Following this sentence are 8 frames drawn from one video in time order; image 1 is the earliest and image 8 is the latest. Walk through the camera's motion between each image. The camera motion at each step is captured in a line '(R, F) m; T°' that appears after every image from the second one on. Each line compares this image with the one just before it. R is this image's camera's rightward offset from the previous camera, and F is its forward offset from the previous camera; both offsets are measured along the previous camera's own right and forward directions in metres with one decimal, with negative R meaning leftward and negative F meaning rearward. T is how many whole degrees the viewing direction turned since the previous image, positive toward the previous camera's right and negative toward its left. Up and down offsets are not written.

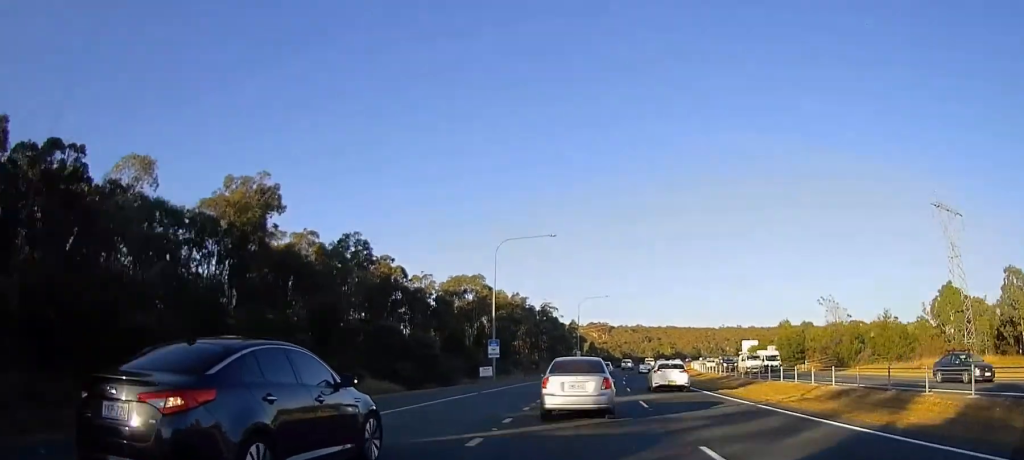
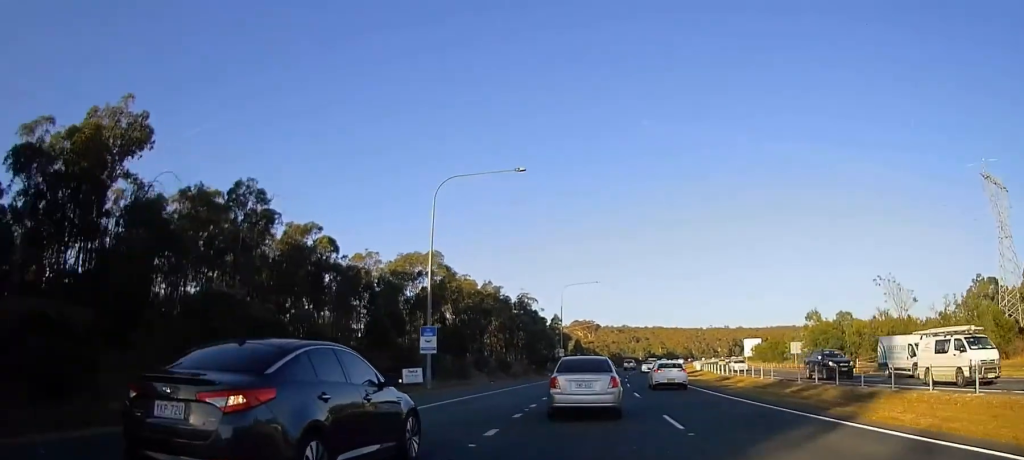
(+0.2, +18.5) m; +1°
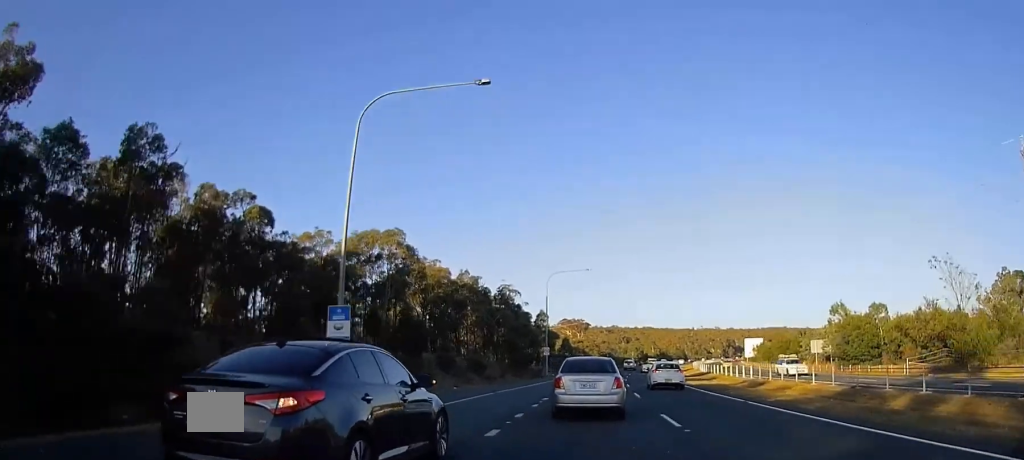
(0.0, +11.1) m; +1°
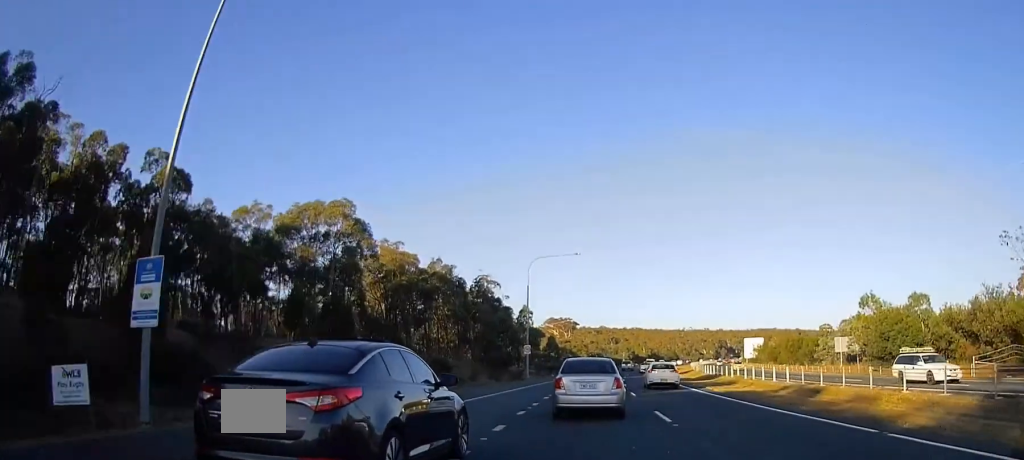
(+0.2, +11.9) m; +1°
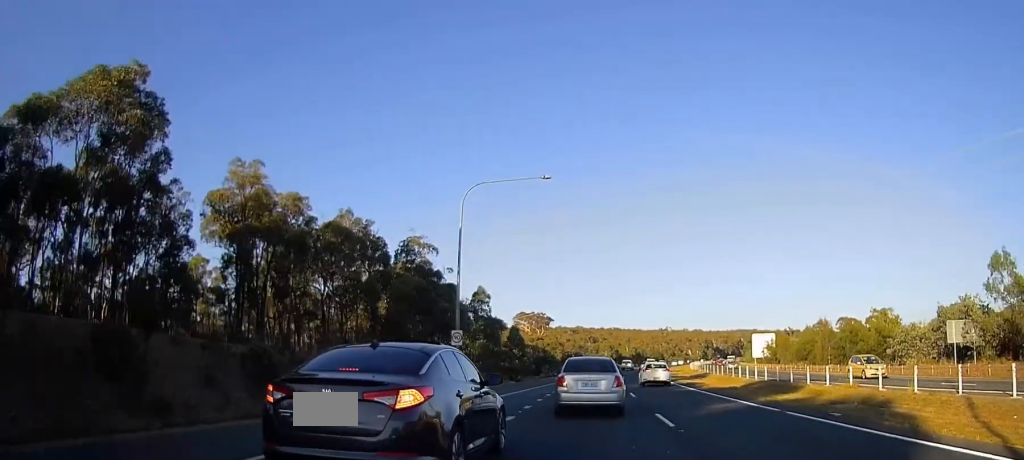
(+0.5, +24.4) m; +2°
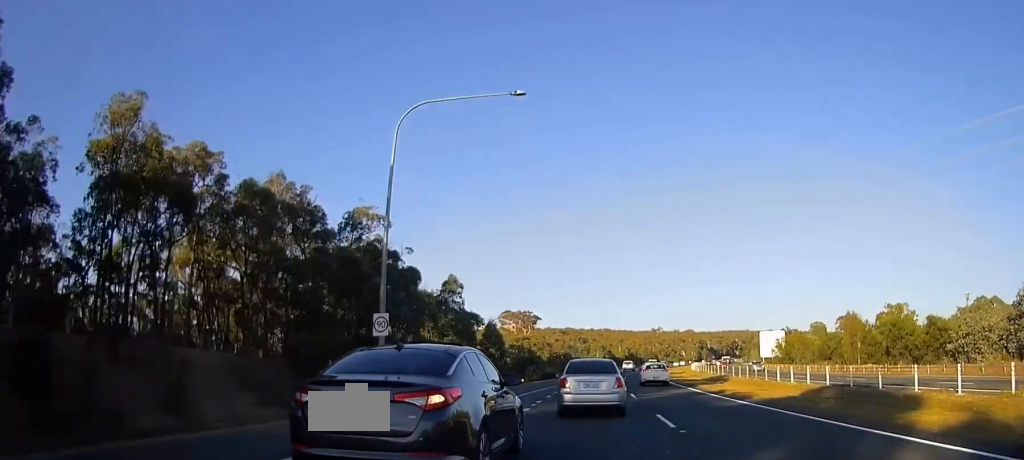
(+0.1, +12.4) m; +1°
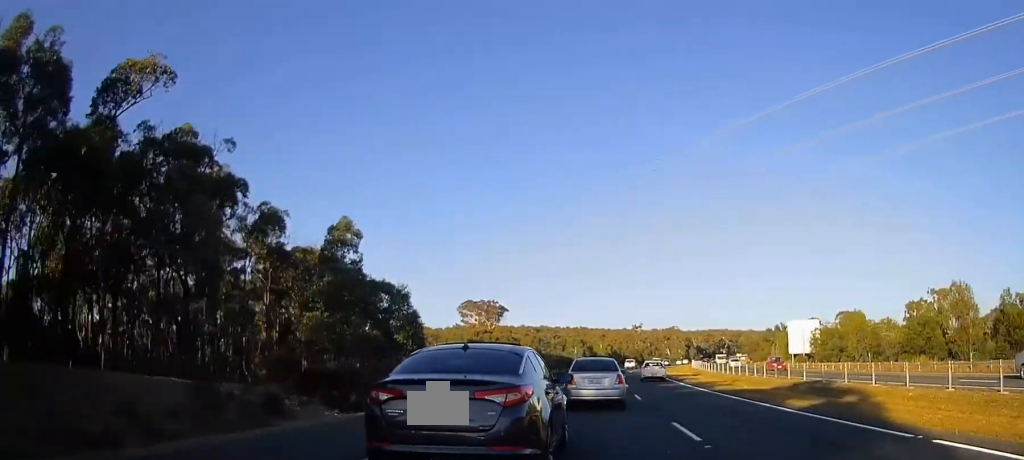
(+0.5, +26.6) m; +2°
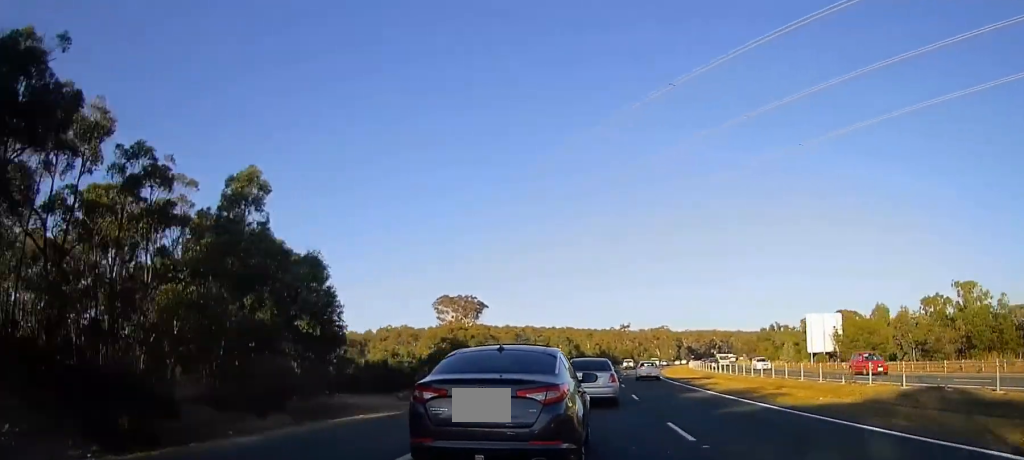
(0.0, +11.7) m; +1°
